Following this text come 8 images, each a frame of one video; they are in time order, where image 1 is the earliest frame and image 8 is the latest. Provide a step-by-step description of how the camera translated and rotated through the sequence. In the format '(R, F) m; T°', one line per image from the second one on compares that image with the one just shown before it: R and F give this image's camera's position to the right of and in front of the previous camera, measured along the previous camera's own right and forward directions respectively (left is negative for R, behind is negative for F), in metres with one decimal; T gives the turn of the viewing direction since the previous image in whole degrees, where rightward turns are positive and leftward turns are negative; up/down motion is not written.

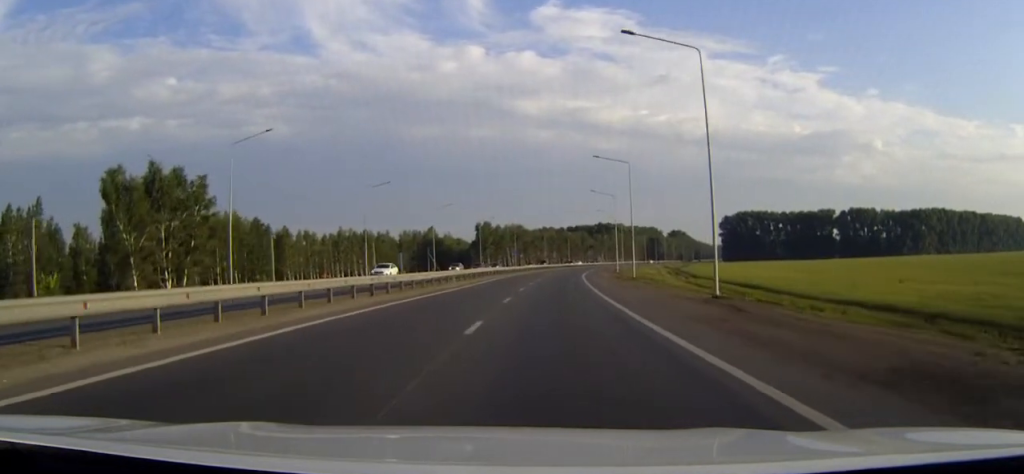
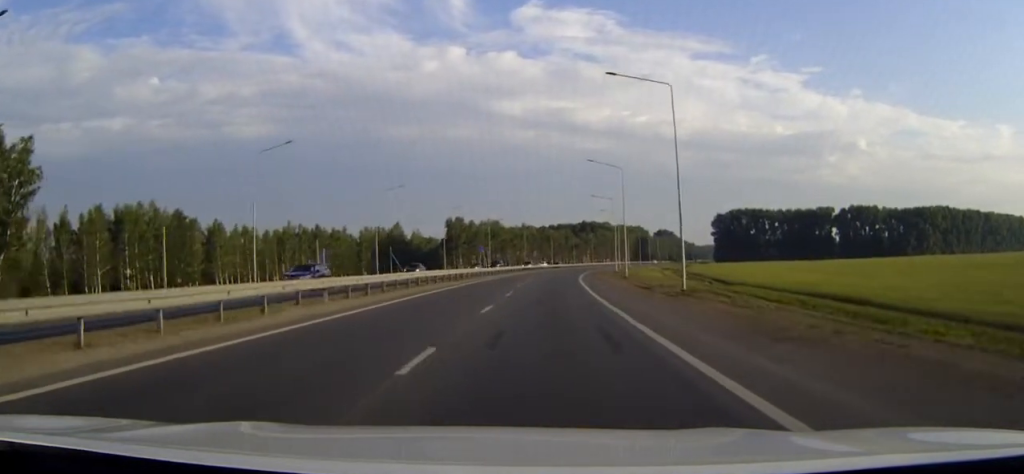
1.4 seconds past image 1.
(0.0, +29.5) m; +2°
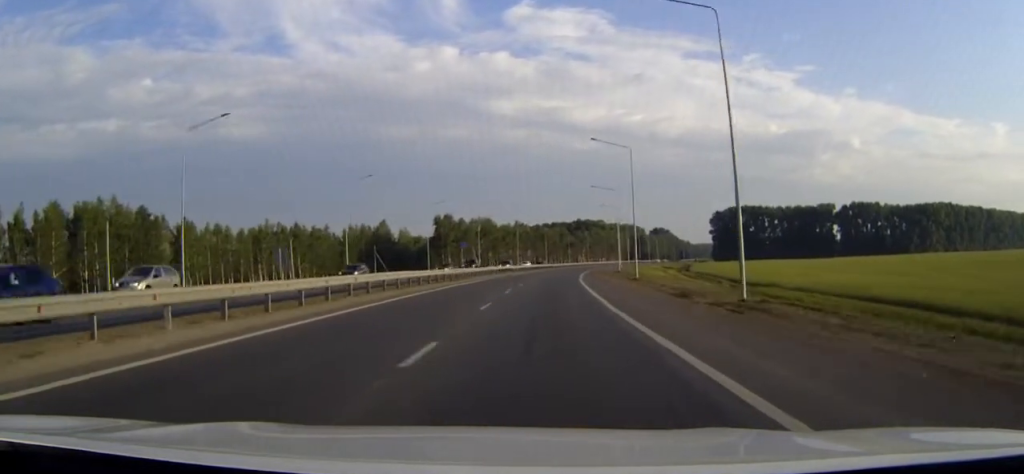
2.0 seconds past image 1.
(+0.4, +11.4) m; +2°
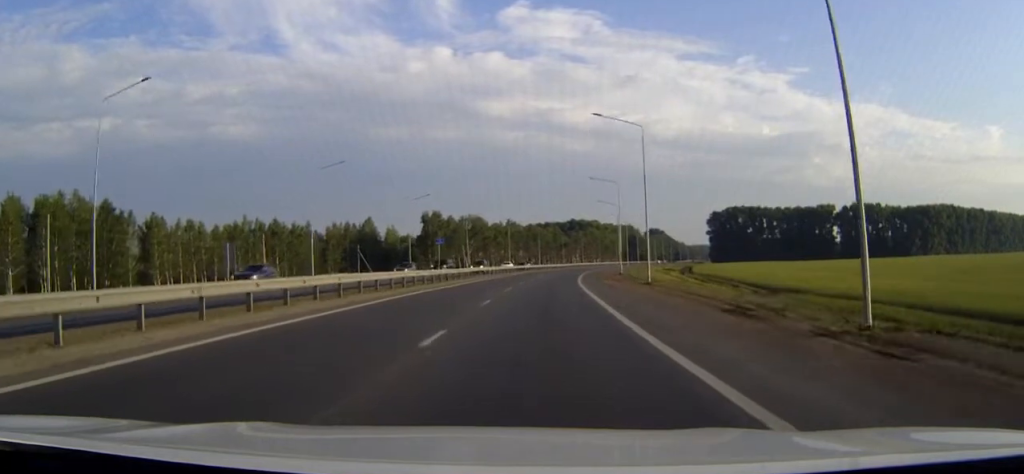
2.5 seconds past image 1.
(+0.3, +10.0) m; +1°
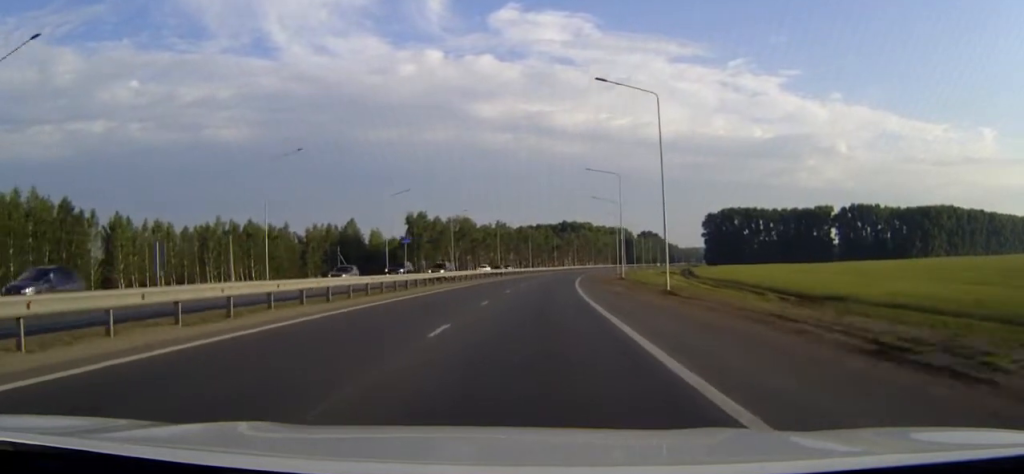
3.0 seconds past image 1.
(0.0, +10.0) m; 0°
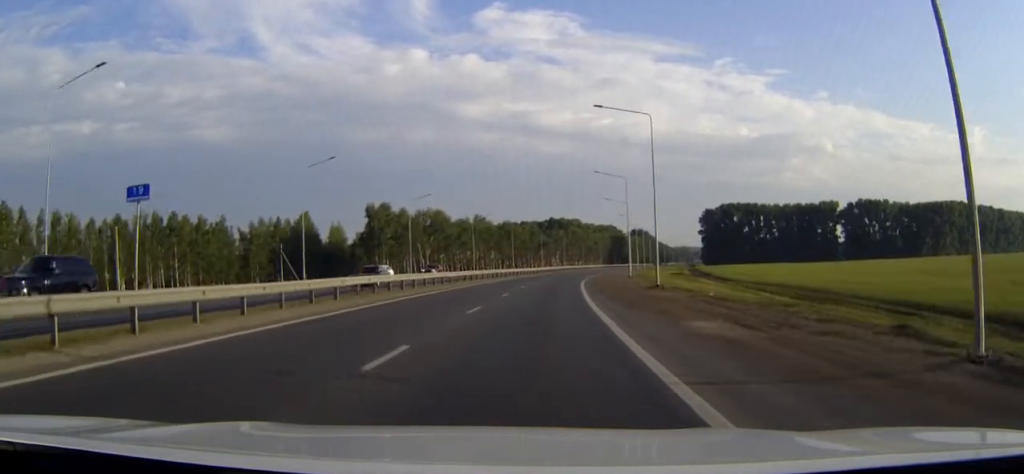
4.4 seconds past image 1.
(0.0, +28.5) m; 0°
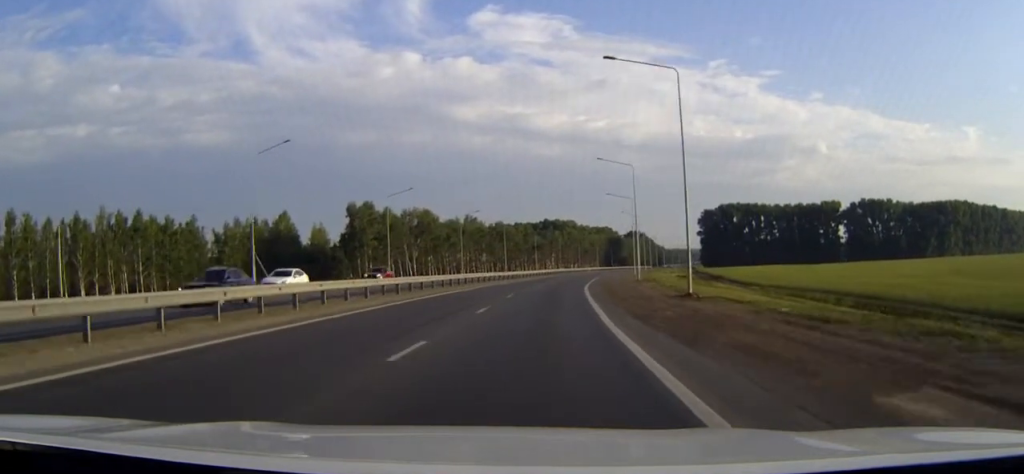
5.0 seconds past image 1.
(0.0, +10.7) m; 0°
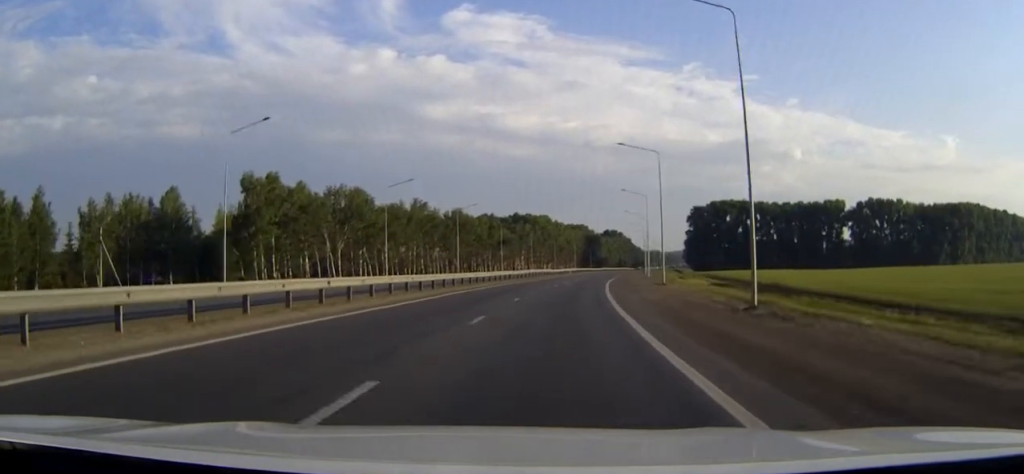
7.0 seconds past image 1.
(0.0, +41.1) m; +2°
